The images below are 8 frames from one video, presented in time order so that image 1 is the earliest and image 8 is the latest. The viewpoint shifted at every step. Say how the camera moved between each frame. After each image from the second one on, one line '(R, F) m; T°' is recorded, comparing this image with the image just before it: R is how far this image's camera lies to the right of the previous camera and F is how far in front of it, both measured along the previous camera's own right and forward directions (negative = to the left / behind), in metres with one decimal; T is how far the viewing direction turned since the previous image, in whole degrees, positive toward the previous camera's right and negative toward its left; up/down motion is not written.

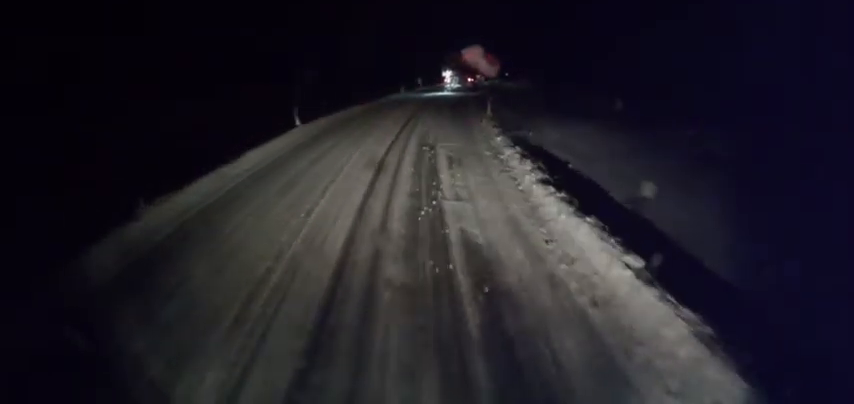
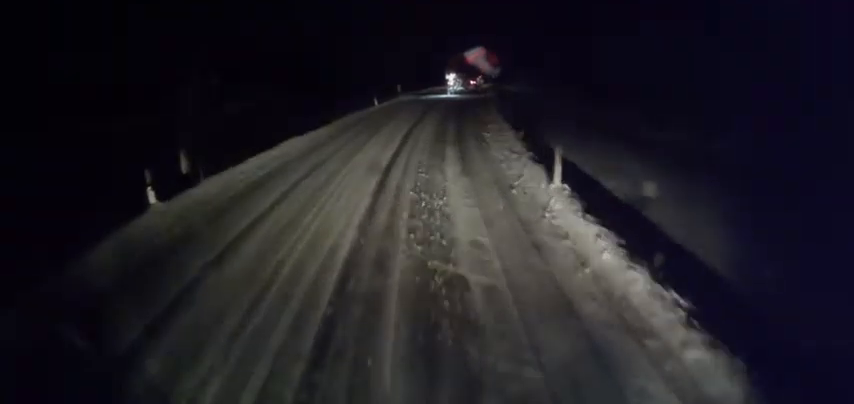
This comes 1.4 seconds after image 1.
(-0.2, +12.0) m; +3°
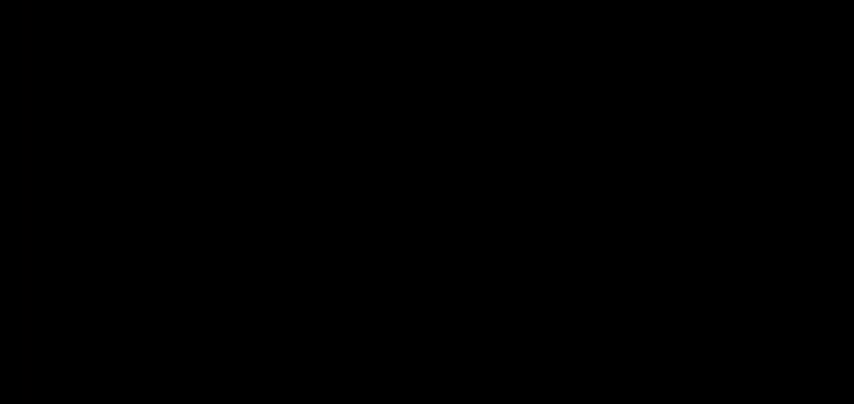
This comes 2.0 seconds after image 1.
(+0.5, +5.4) m; +2°
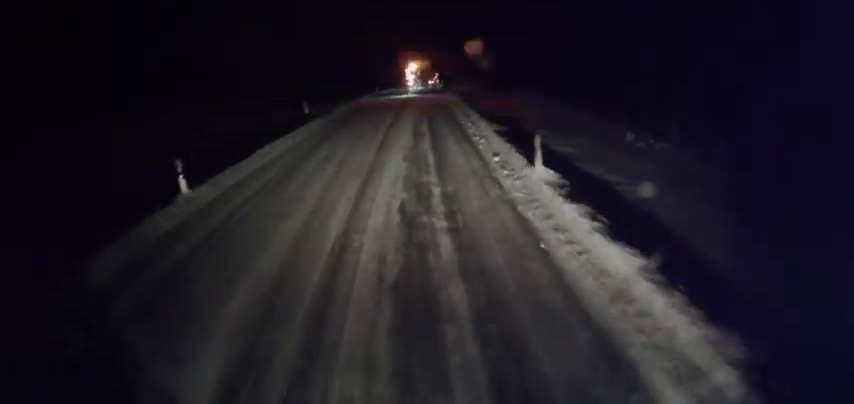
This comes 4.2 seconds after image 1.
(+0.1, +18.3) m; +3°
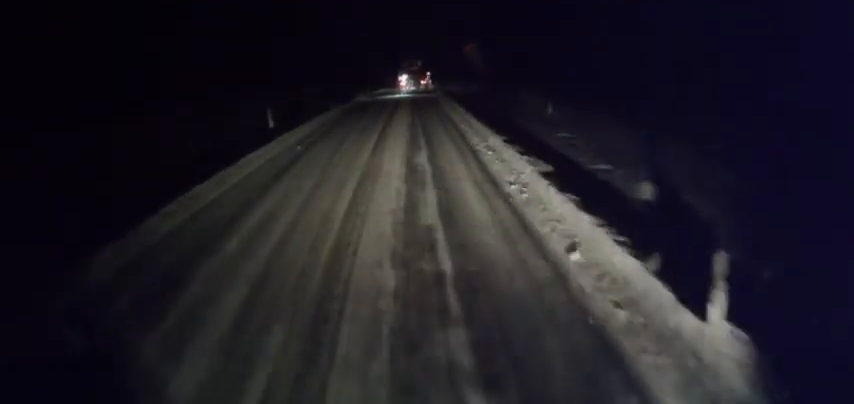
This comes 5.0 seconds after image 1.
(+0.3, +7.0) m; +3°
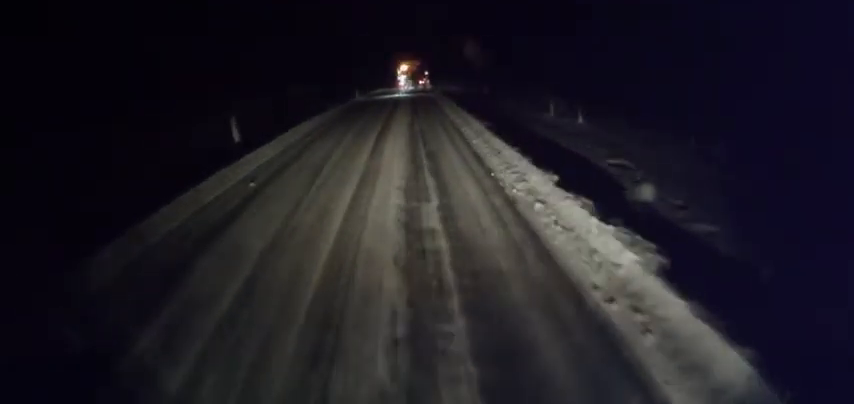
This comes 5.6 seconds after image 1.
(+0.1, +5.3) m; +2°
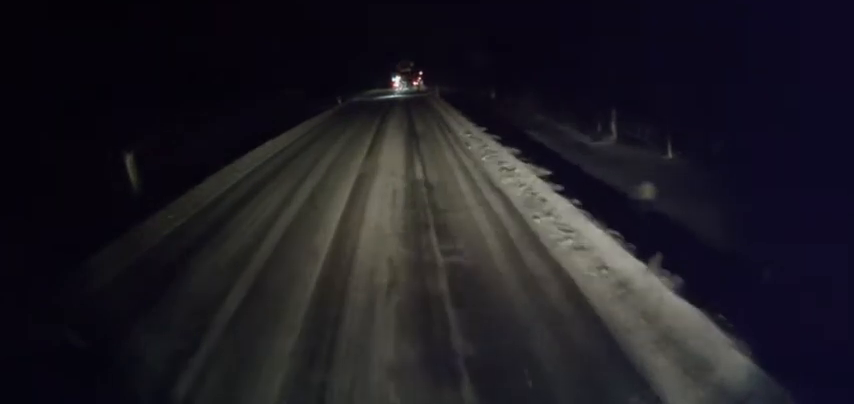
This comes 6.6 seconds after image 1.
(0.0, +8.2) m; 0°
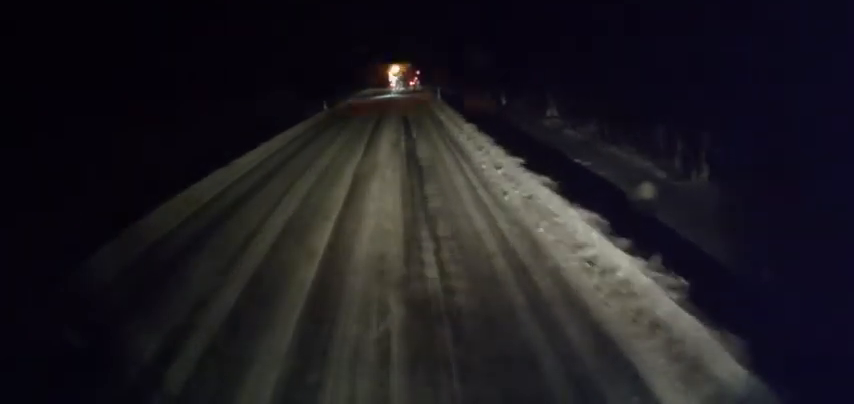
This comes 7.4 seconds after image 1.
(0.0, +5.8) m; 0°
